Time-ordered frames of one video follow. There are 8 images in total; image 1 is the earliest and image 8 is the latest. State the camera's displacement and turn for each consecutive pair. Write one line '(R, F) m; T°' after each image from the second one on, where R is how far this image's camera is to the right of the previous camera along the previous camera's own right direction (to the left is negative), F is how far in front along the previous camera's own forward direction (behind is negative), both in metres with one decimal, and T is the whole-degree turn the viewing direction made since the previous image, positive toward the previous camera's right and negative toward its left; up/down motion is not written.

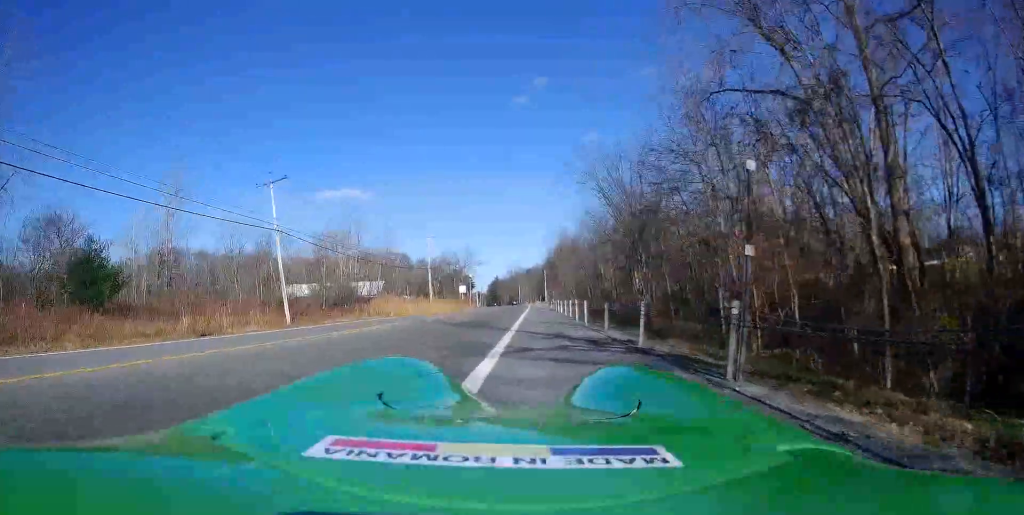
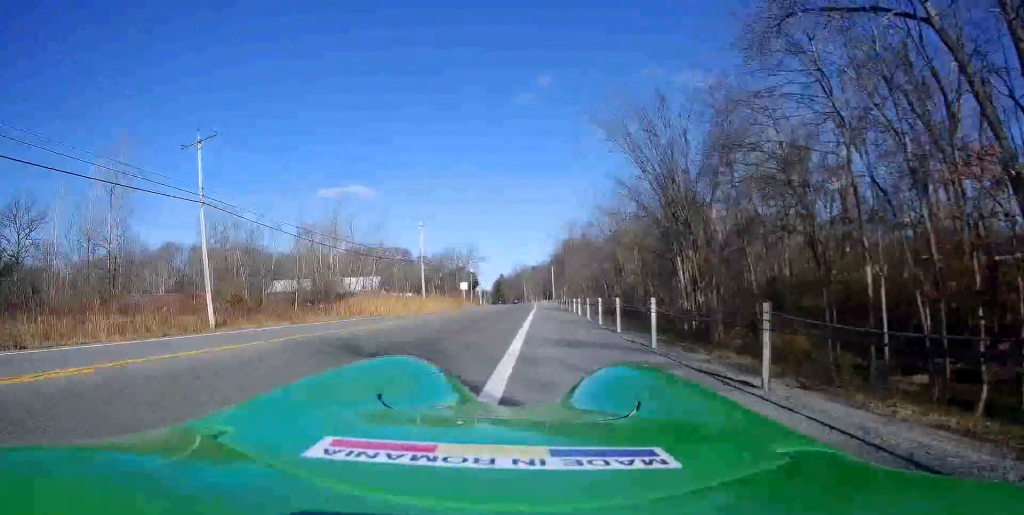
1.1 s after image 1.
(+0.1, +10.3) m; 0°
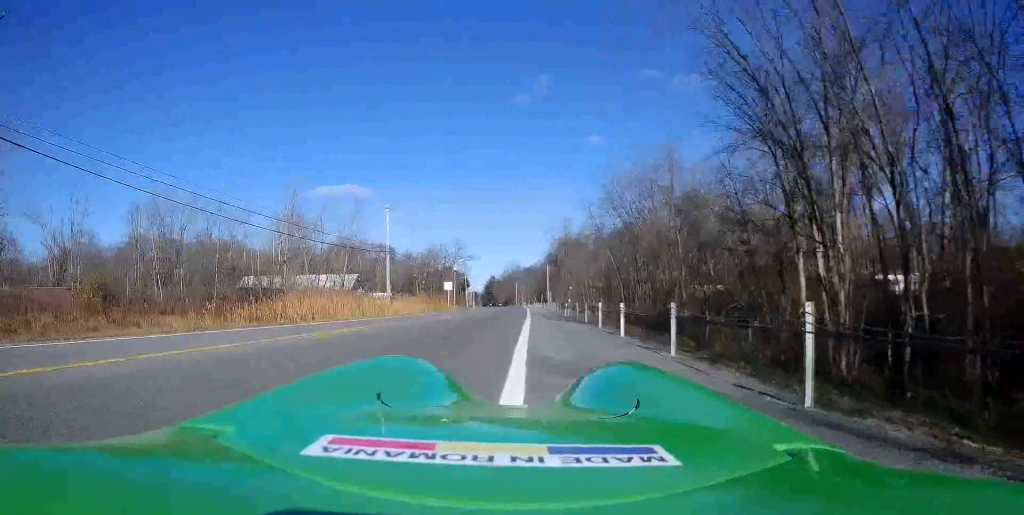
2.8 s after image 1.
(0.0, +15.1) m; -1°
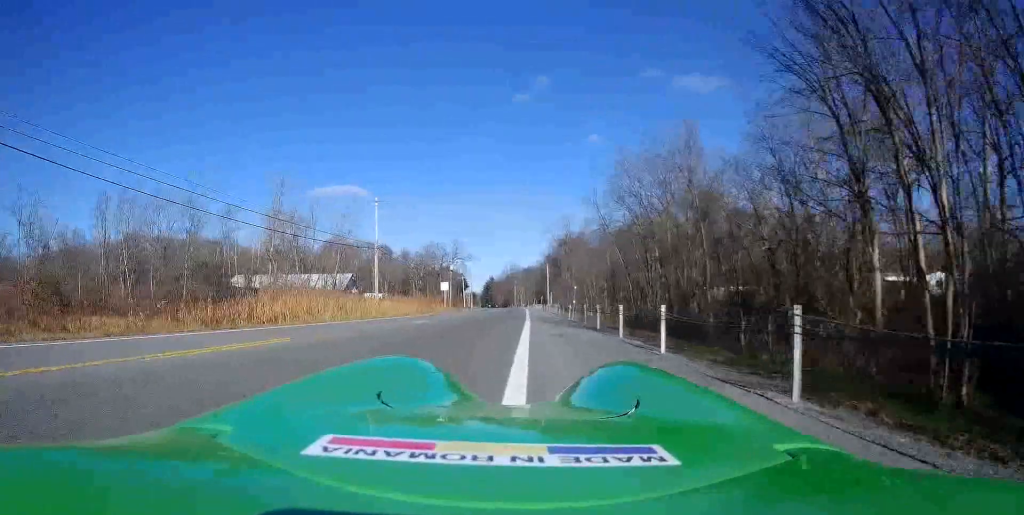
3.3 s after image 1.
(0.0, +4.4) m; 0°
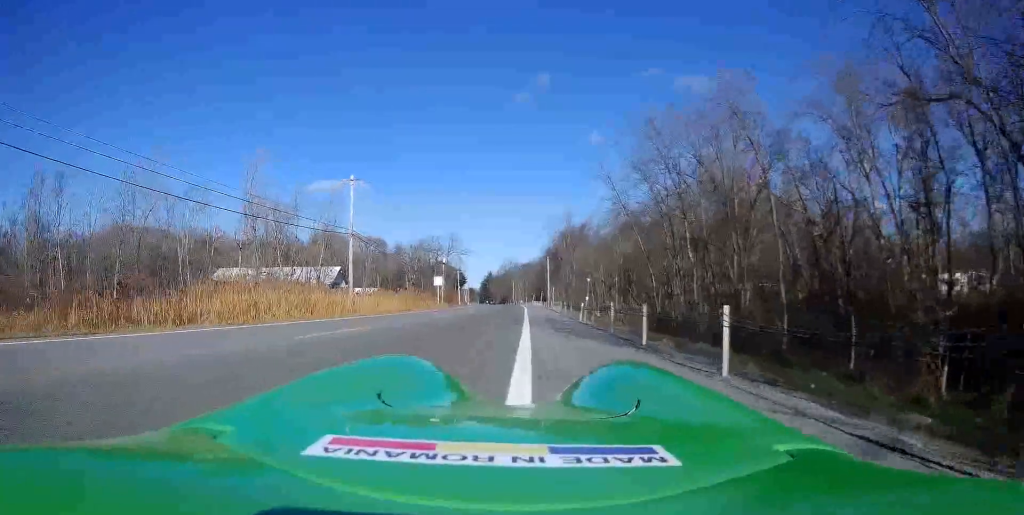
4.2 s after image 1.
(0.0, +8.2) m; 0°
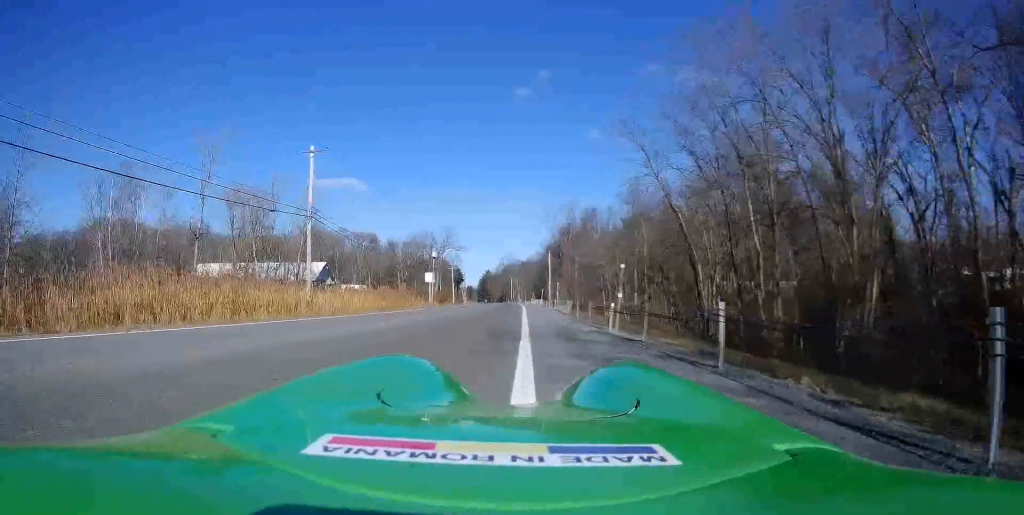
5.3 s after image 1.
(+0.1, +9.5) m; +1°
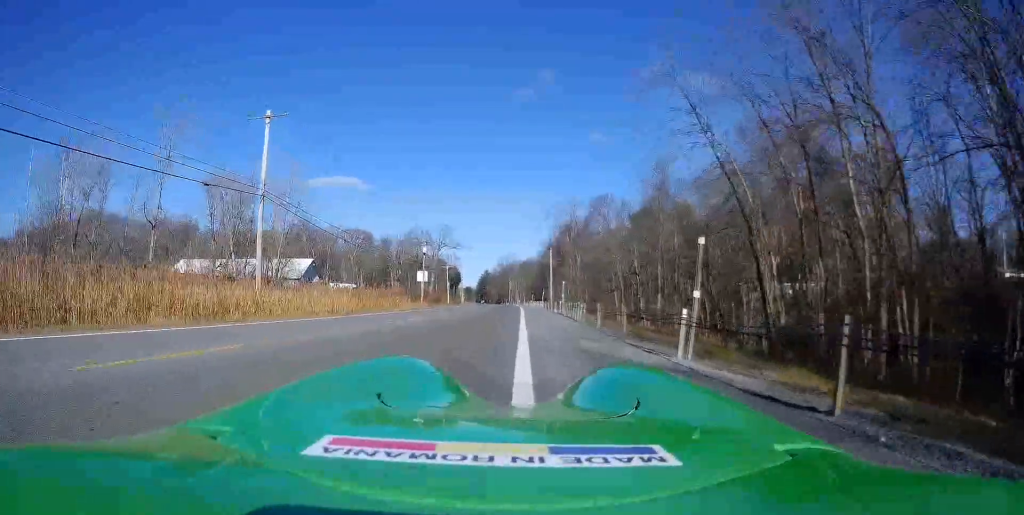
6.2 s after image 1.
(0.0, +8.0) m; +1°
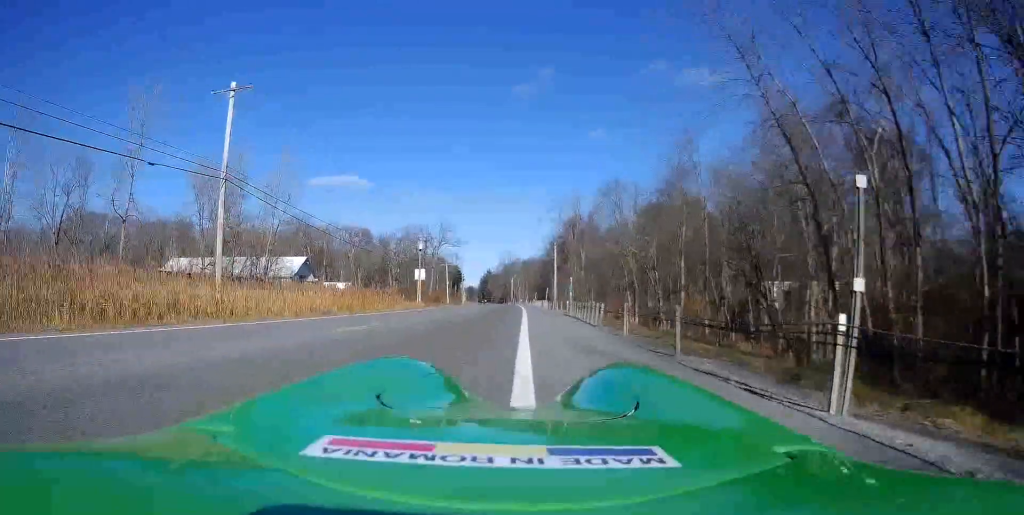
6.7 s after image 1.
(0.0, +4.9) m; +1°
